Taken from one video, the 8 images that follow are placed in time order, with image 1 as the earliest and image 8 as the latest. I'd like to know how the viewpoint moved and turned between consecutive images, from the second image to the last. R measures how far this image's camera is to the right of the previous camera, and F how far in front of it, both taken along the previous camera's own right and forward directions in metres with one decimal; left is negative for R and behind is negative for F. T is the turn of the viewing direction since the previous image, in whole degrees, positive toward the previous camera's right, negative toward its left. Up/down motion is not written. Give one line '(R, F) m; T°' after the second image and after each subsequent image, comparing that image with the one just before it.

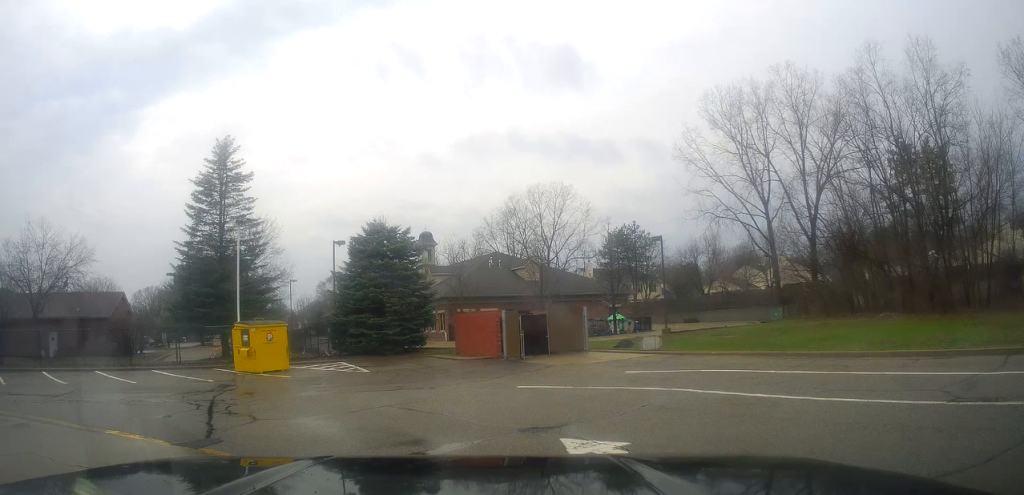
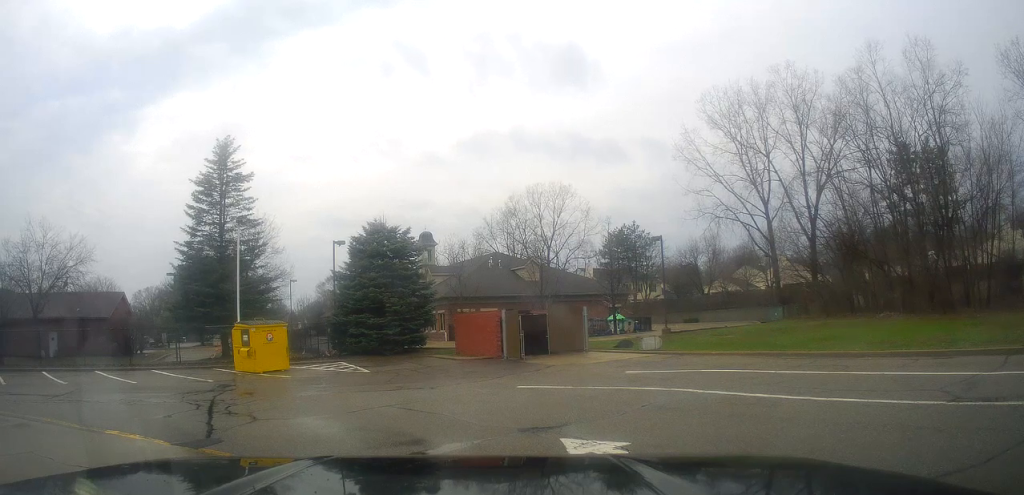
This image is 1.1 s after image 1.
(0.0, 0.0) m; 0°
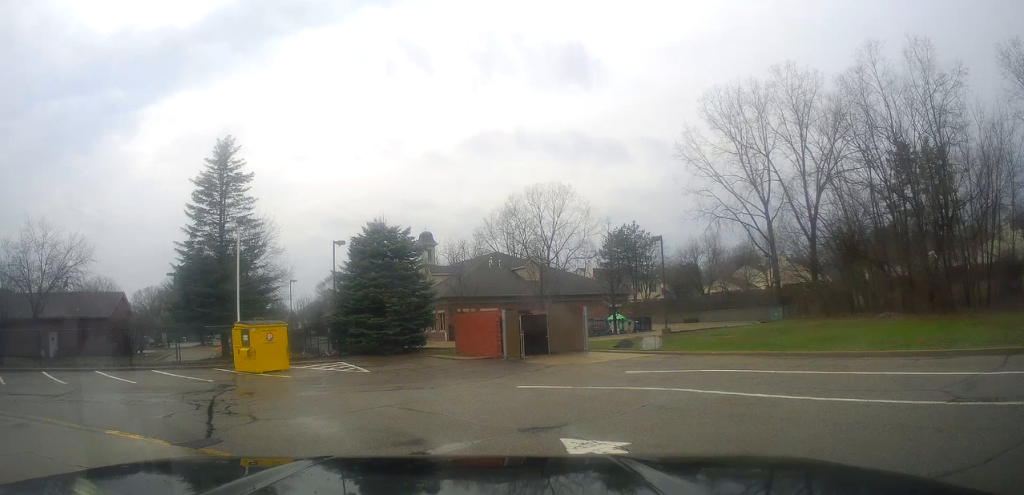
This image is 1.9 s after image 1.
(0.0, 0.0) m; 0°
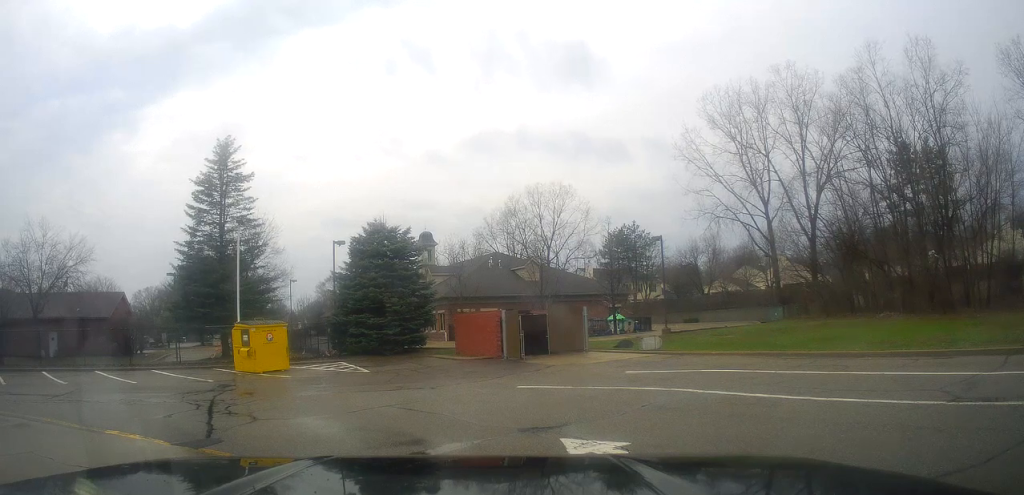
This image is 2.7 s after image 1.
(0.0, 0.0) m; 0°
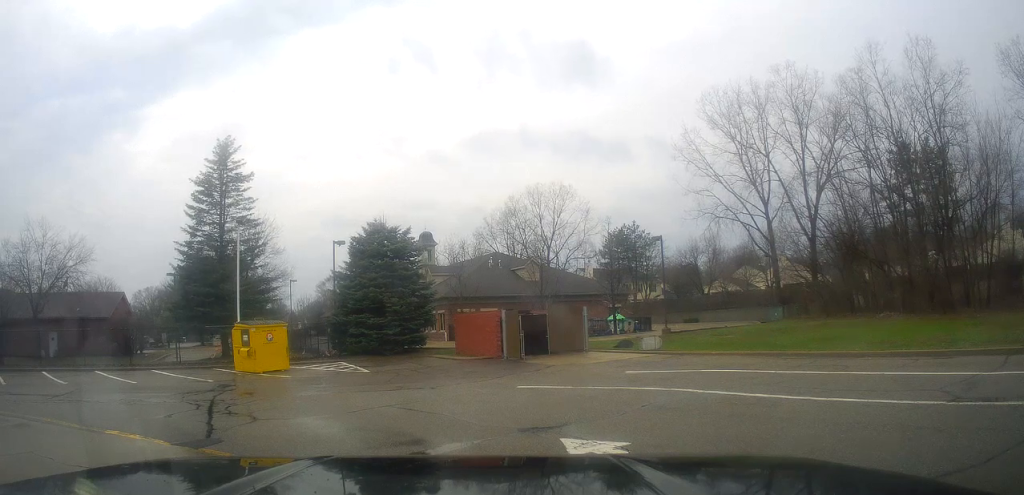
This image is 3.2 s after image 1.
(0.0, 0.0) m; 0°
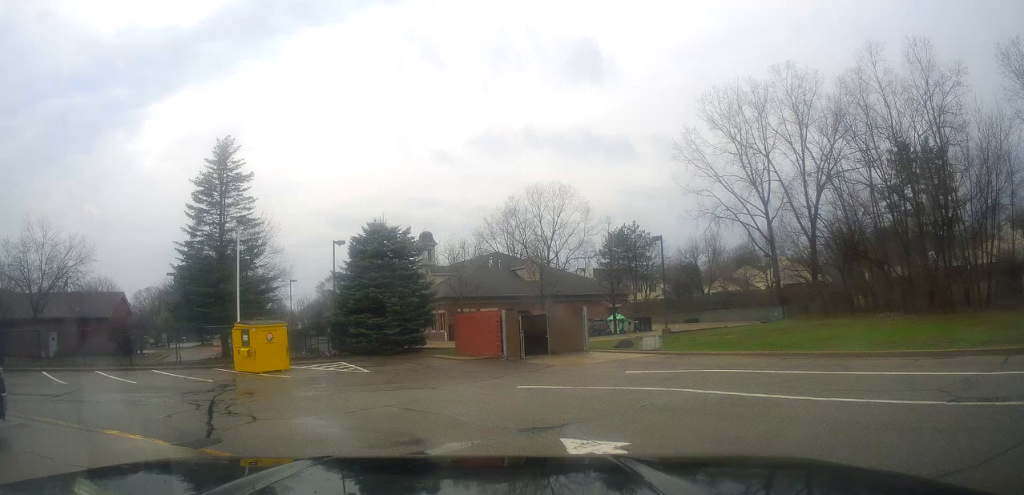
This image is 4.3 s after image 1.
(0.0, 0.0) m; 0°
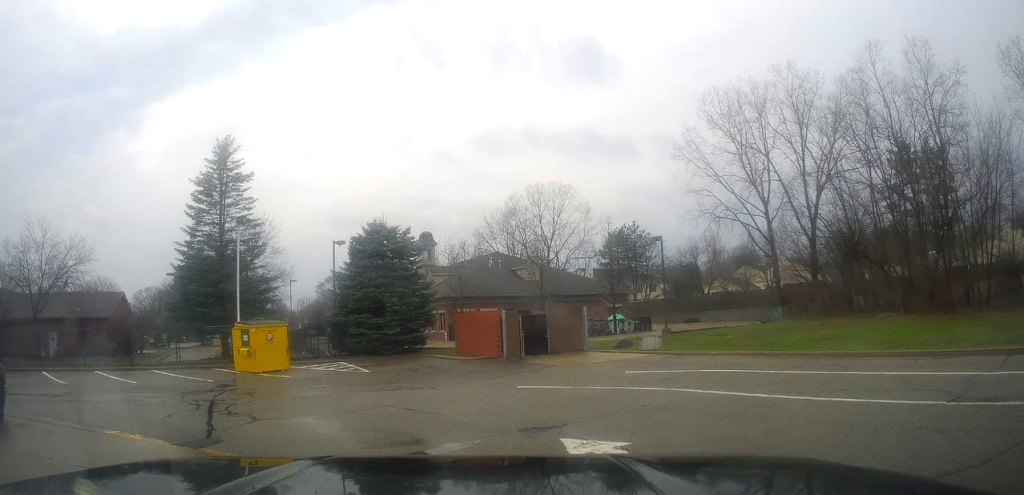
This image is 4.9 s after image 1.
(0.0, 0.0) m; 0°
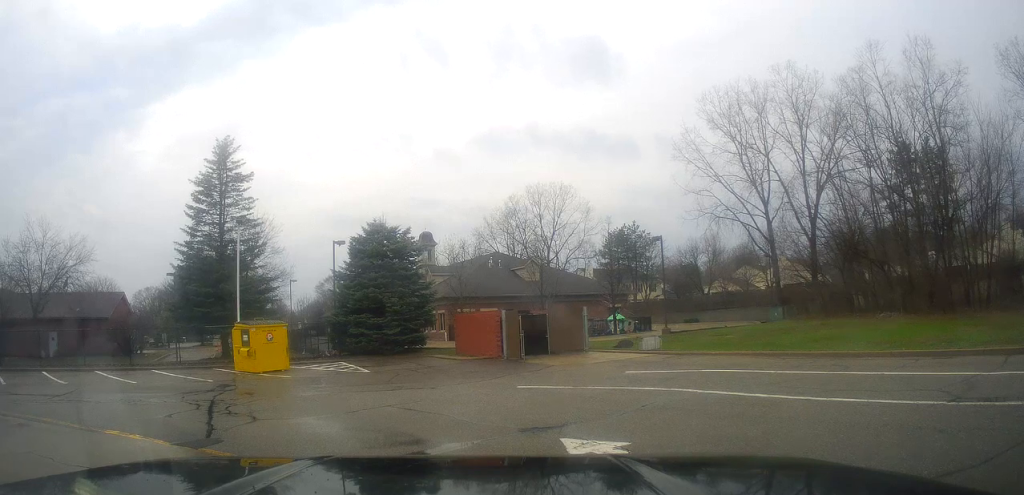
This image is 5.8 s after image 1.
(0.0, 0.0) m; 0°
